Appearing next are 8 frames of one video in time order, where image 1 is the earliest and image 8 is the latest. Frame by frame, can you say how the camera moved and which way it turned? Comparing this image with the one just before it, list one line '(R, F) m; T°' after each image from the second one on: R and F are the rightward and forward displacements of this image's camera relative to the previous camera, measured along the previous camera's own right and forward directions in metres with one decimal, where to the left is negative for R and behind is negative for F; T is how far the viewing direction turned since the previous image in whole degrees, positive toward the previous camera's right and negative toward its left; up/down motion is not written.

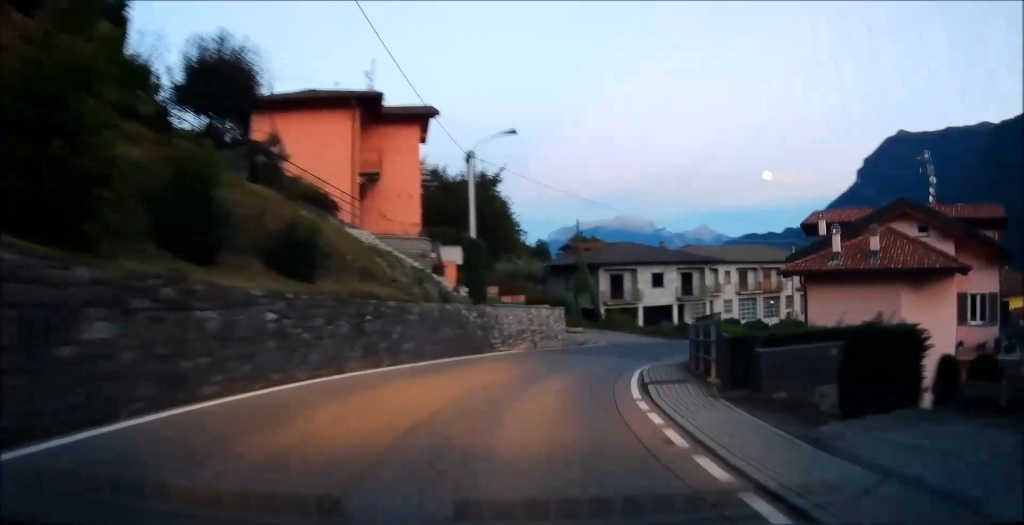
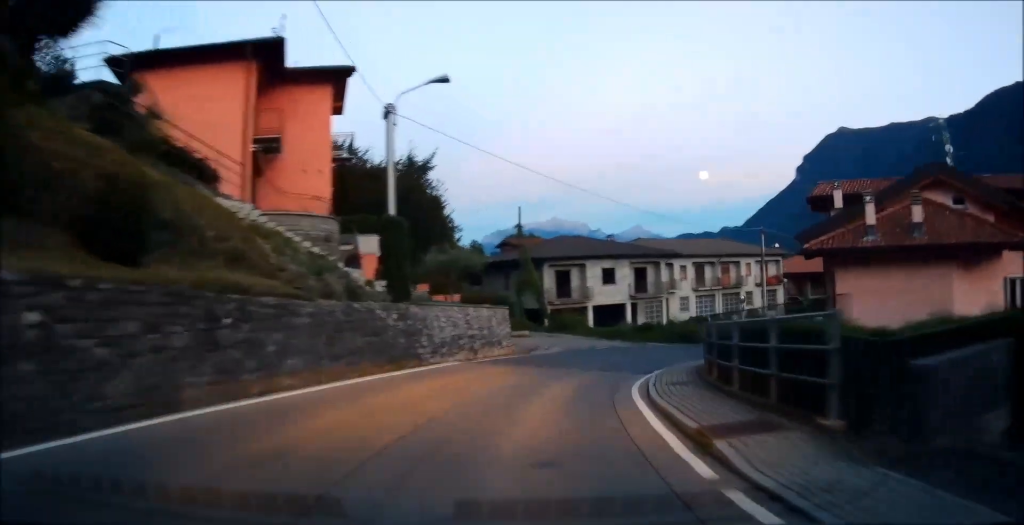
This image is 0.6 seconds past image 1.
(+0.9, +6.6) m; +6°
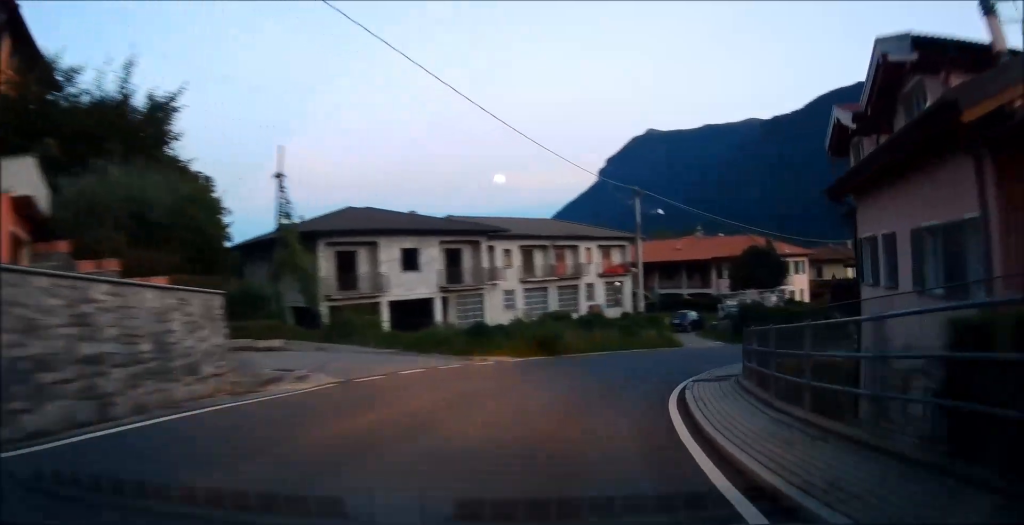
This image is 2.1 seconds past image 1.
(+1.3, +15.9) m; +14°
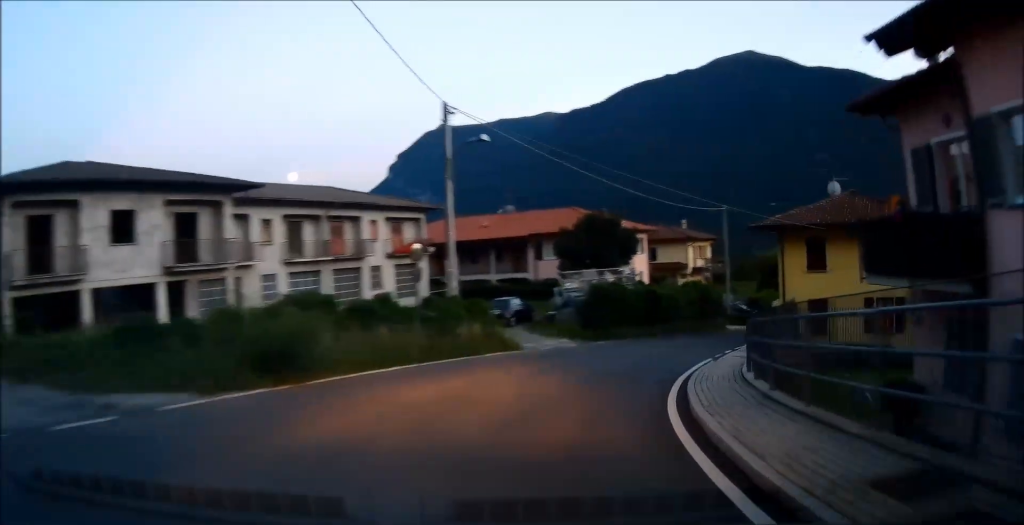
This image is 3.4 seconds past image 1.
(+2.8, +13.2) m; +19°
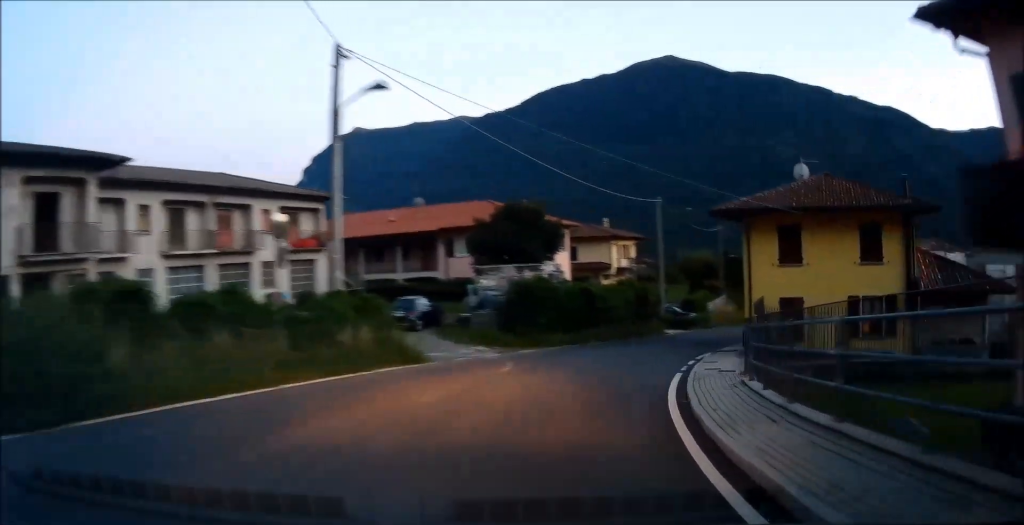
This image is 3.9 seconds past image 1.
(+0.3, +5.7) m; +6°
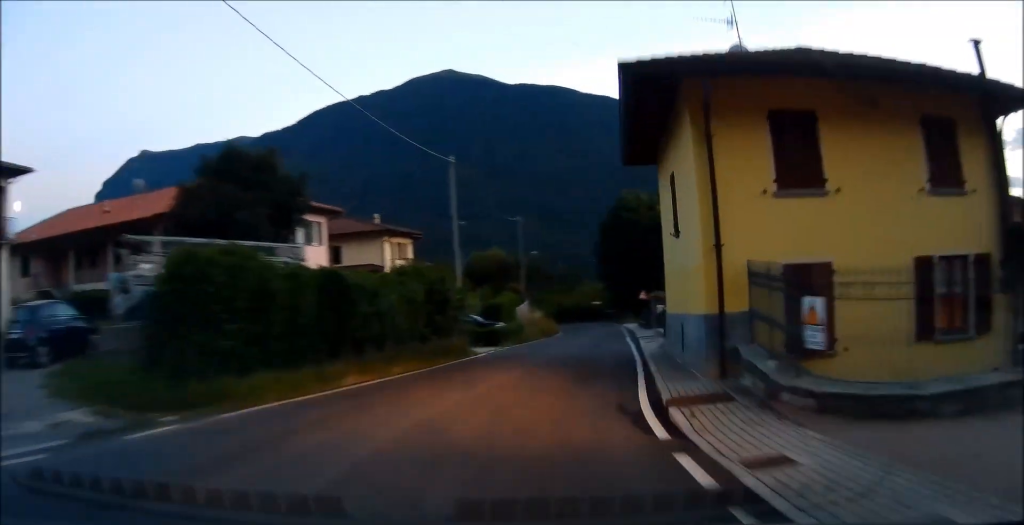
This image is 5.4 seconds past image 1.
(+2.4, +15.0) m; +18°
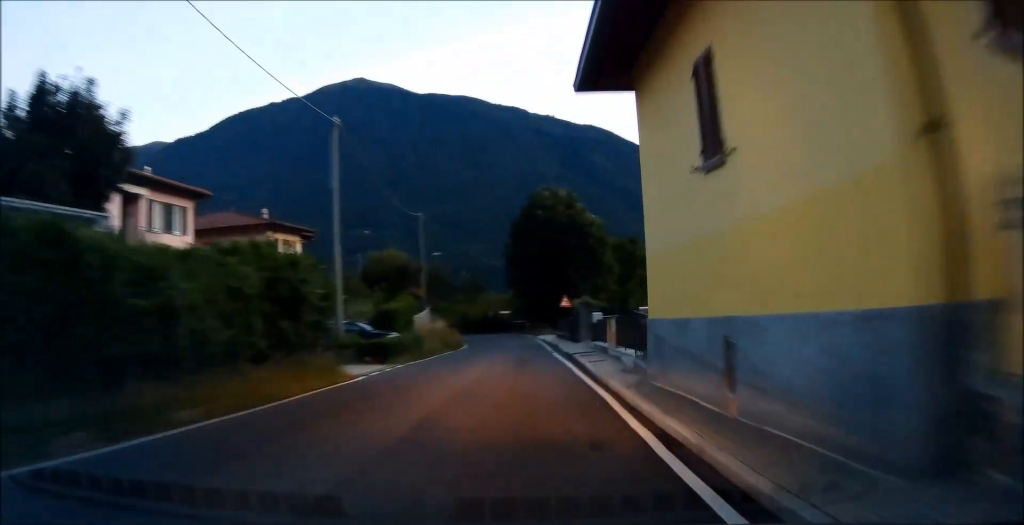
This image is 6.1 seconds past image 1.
(+0.5, +7.6) m; +7°
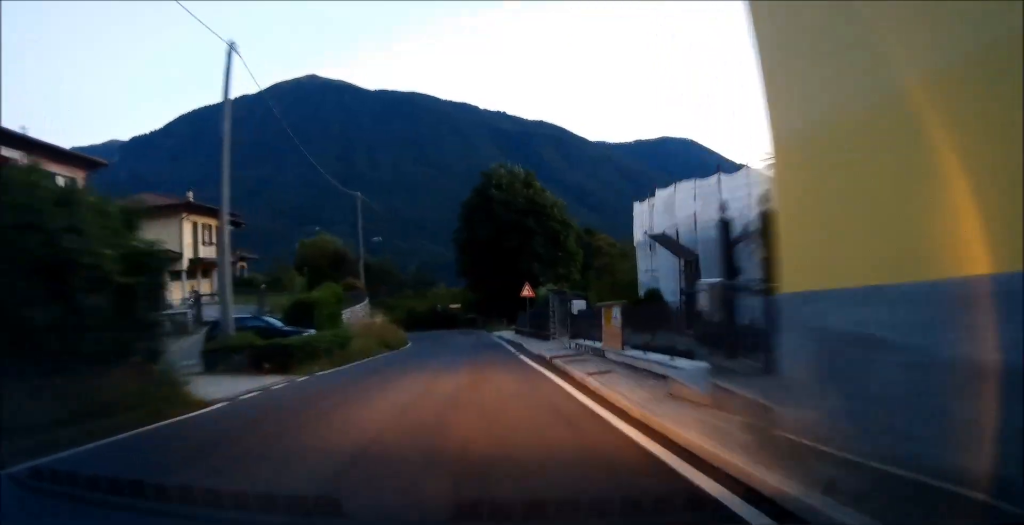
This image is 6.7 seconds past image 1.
(+0.5, +7.4) m; +3°
